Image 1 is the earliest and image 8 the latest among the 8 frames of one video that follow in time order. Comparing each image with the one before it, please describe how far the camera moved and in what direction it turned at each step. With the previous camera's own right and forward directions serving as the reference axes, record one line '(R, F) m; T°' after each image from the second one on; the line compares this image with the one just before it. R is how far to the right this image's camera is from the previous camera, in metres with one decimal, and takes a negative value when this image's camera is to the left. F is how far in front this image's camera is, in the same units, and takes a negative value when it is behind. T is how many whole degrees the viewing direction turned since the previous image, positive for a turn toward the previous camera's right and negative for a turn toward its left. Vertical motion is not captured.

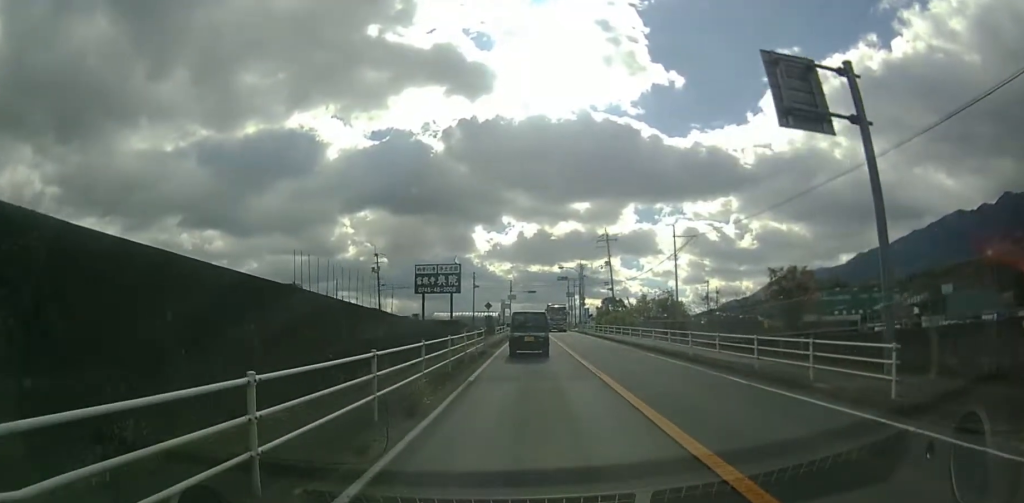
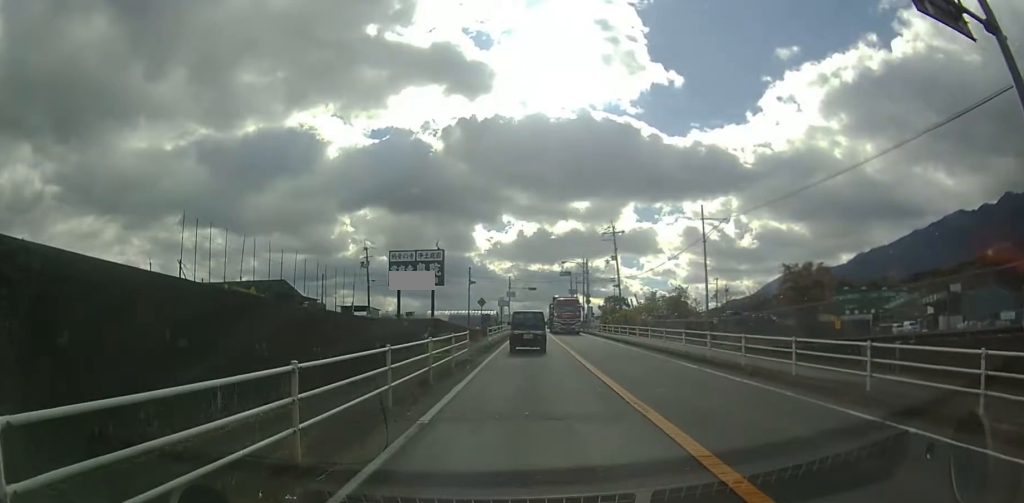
(+0.1, +5.3) m; +1°
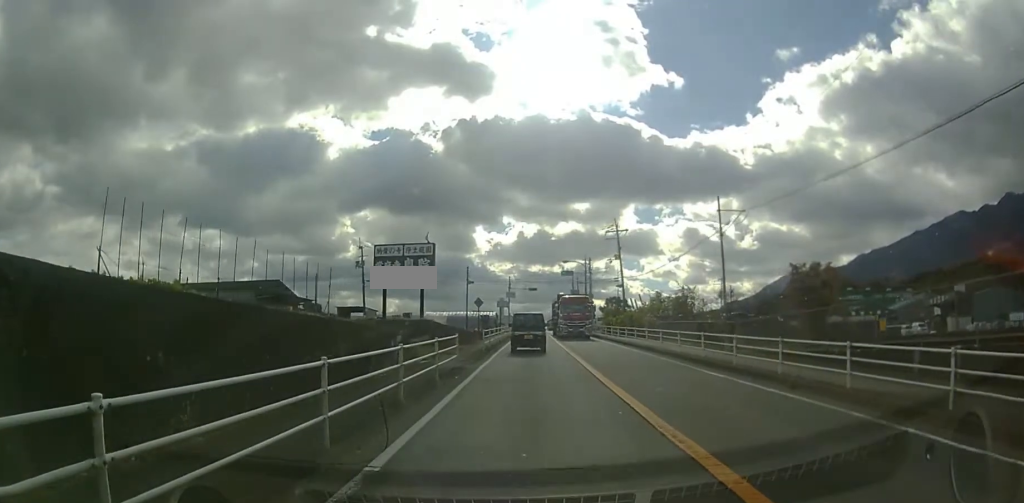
(0.0, +2.5) m; 0°
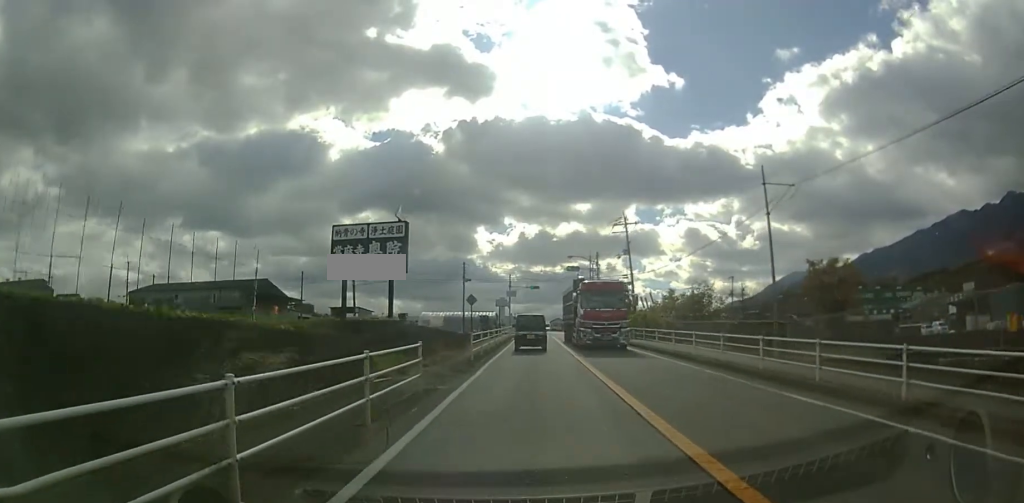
(0.0, +4.6) m; -3°
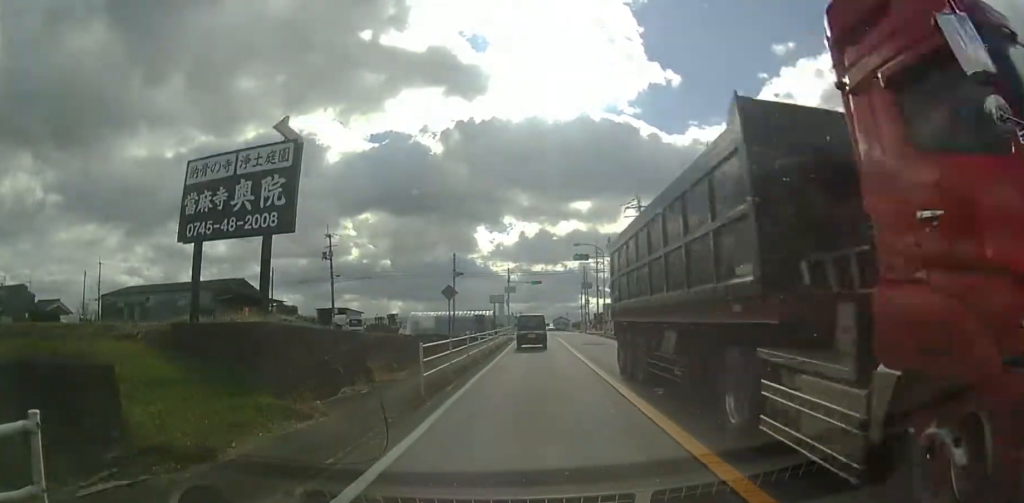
(-0.3, +7.2) m; -1°
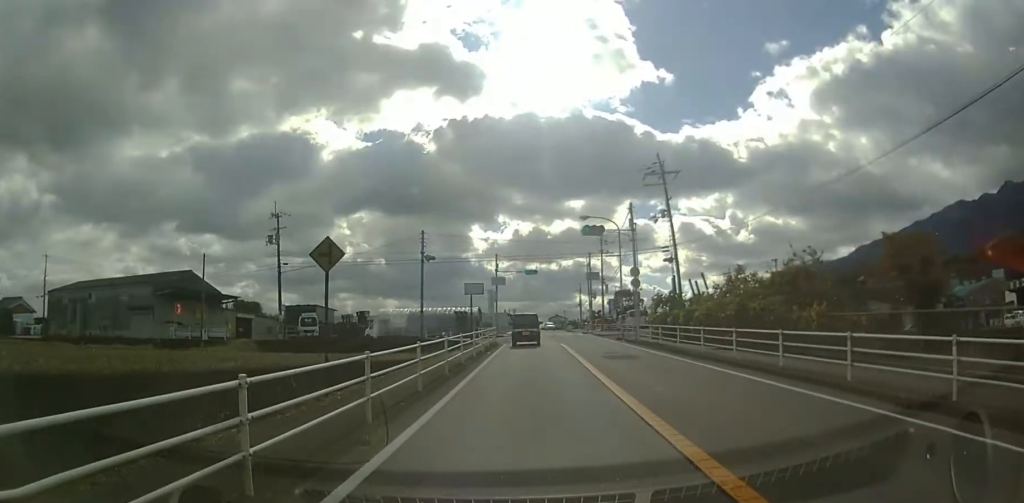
(+0.3, +10.4) m; +1°
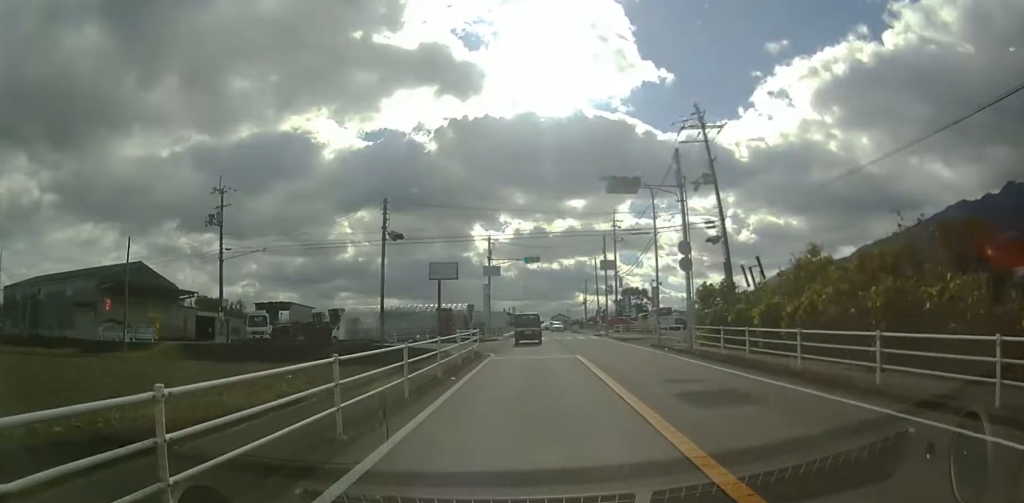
(0.0, +9.0) m; 0°
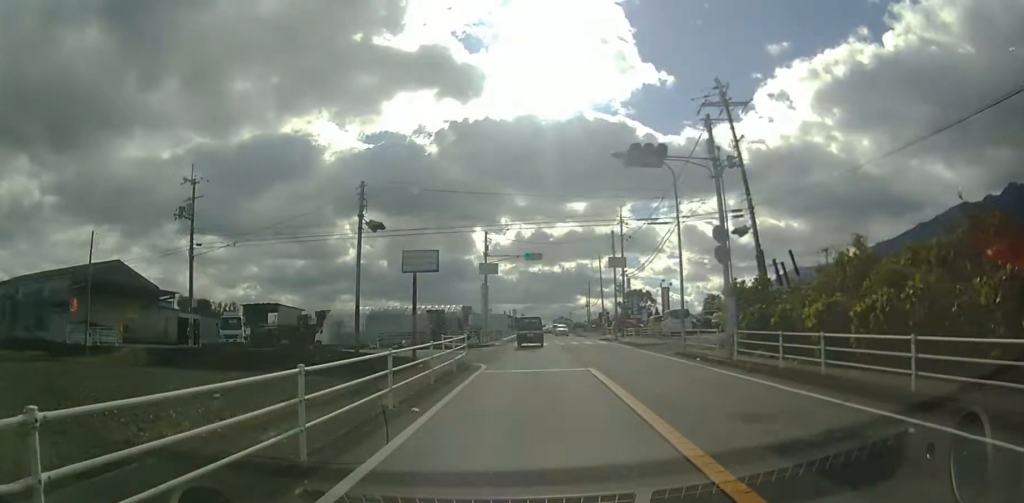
(0.0, +3.9) m; 0°
